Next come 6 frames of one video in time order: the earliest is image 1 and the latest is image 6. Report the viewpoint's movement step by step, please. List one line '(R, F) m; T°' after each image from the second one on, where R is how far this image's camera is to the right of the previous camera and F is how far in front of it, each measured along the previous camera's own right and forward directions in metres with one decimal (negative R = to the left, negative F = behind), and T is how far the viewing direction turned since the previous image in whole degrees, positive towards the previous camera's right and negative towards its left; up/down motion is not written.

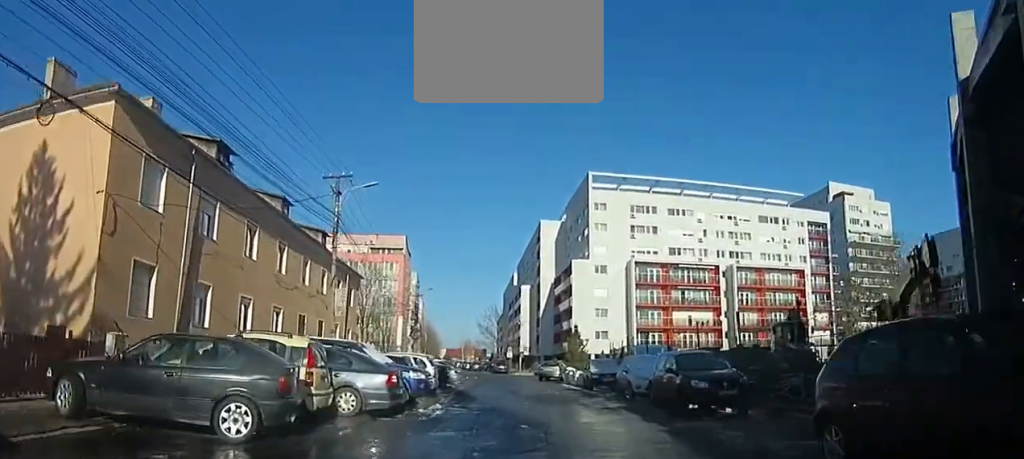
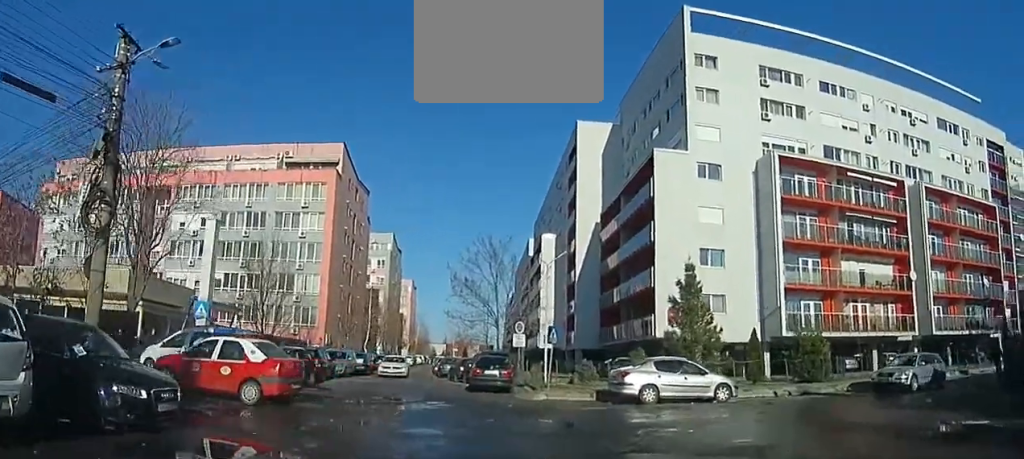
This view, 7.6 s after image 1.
(-2.2, +36.9) m; -1°
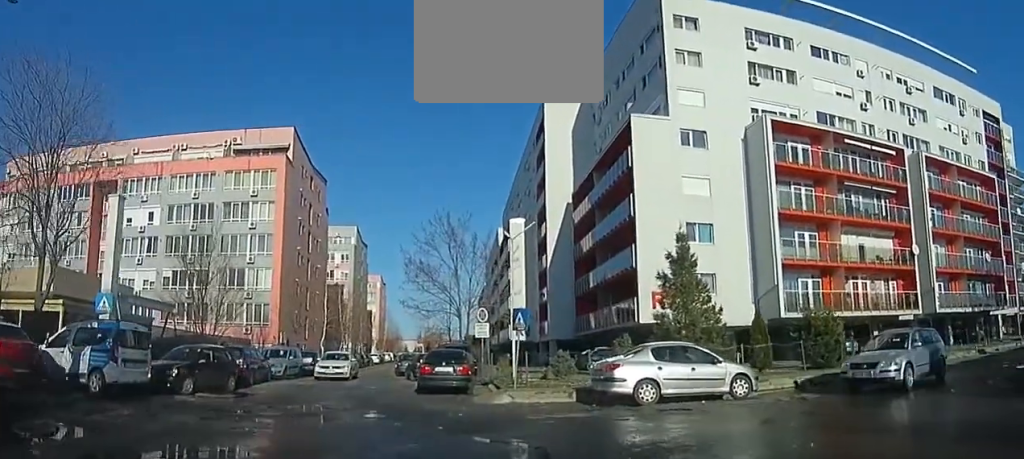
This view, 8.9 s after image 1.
(+0.1, +4.0) m; +1°
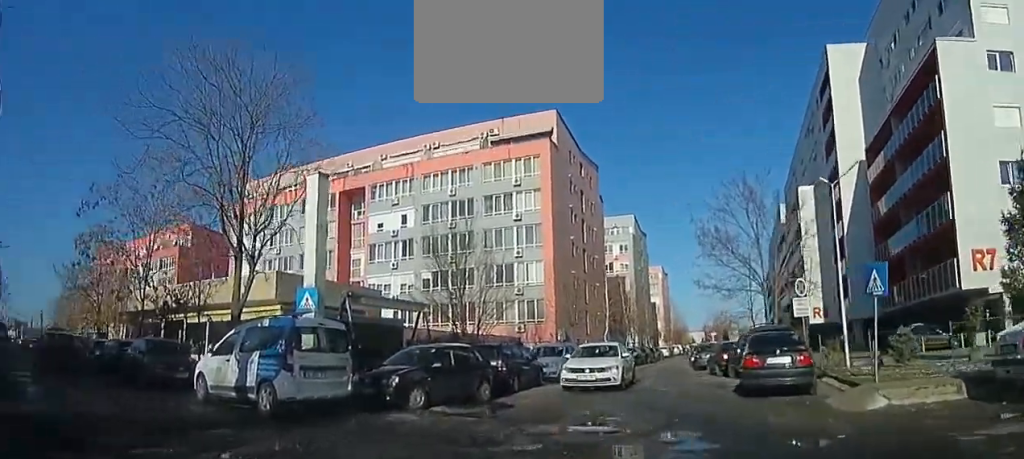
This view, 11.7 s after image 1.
(-0.3, +6.4) m; -25°
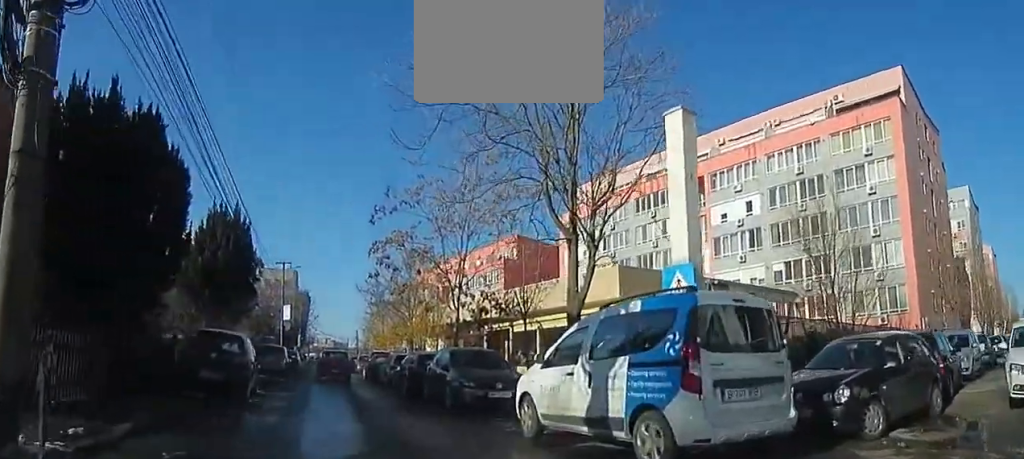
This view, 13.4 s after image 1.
(-0.8, +3.2) m; -41°
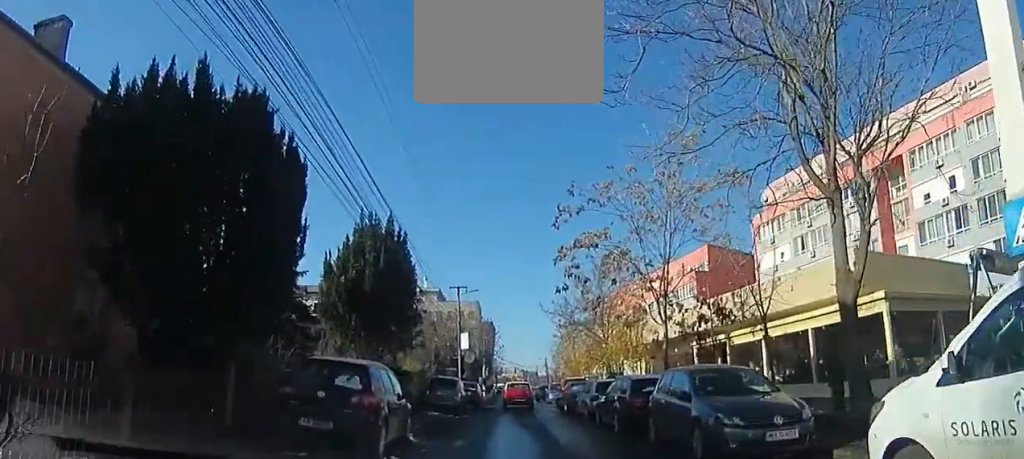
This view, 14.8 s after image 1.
(-1.3, +3.9) m; -15°
